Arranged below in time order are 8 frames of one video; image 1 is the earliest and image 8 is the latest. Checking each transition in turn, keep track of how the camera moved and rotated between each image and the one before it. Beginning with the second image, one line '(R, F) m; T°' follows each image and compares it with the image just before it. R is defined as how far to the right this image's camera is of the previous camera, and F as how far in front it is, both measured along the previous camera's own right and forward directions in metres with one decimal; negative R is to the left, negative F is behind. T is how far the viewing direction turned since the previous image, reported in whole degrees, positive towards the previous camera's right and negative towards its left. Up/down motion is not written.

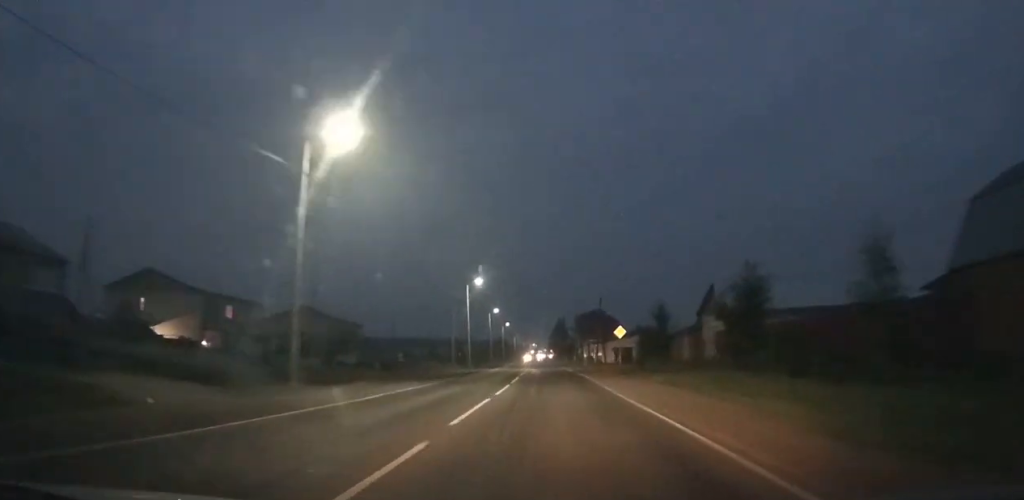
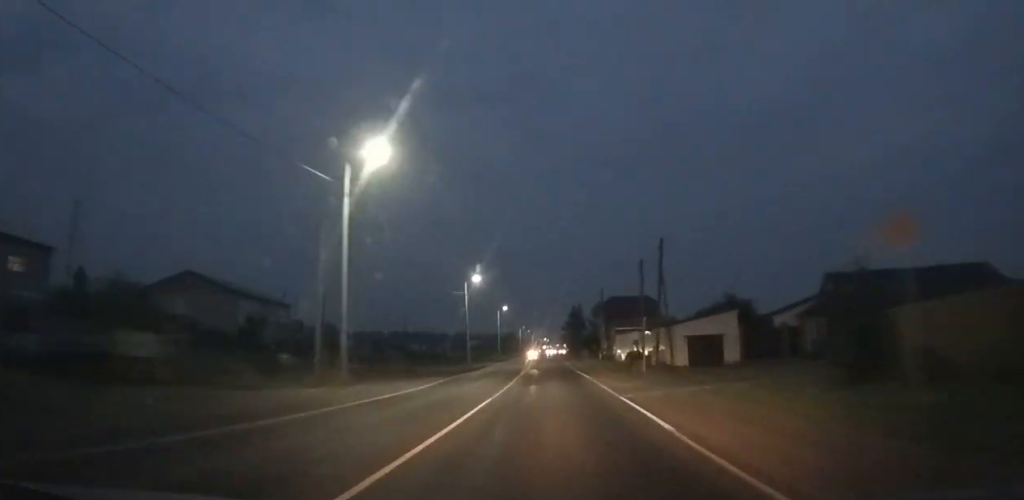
(-0.4, +38.9) m; -1°
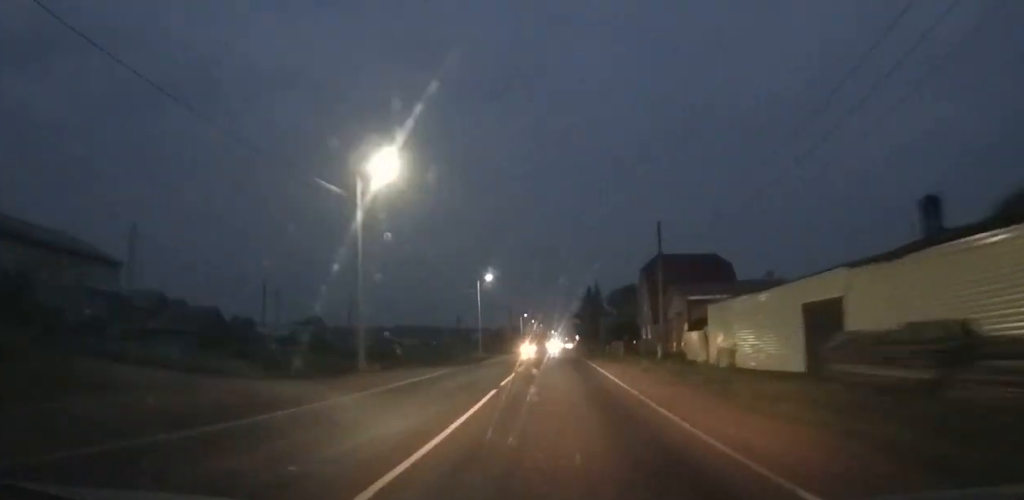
(-0.1, +36.0) m; 0°
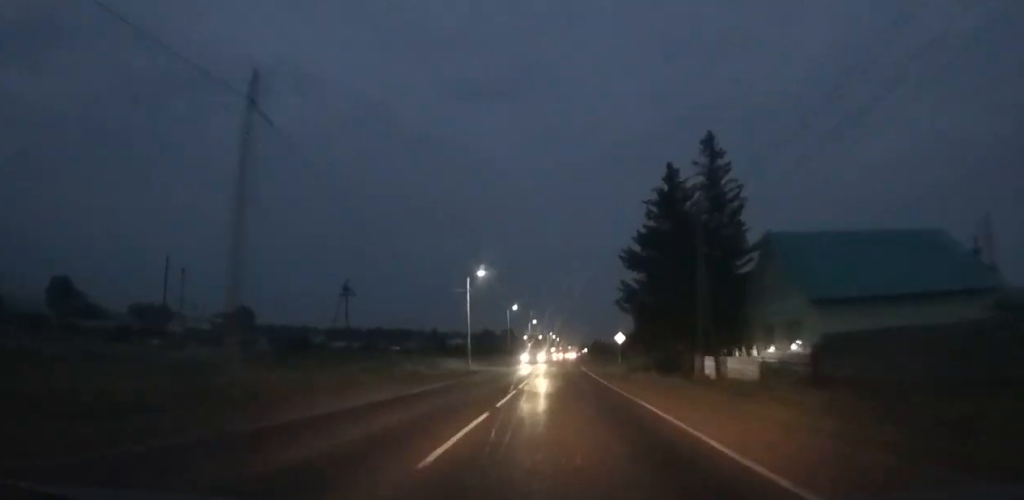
(-0.5, +90.8) m; 0°
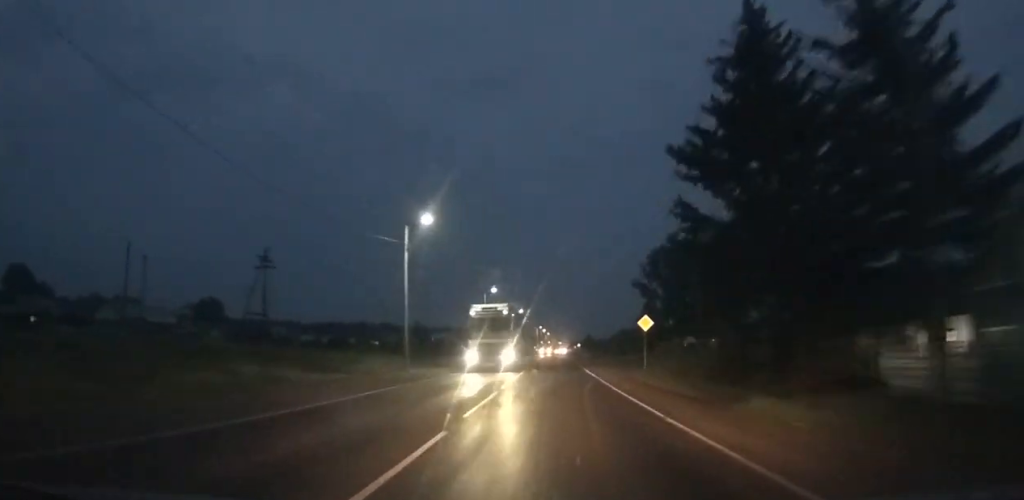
(-0.1, +20.4) m; 0°
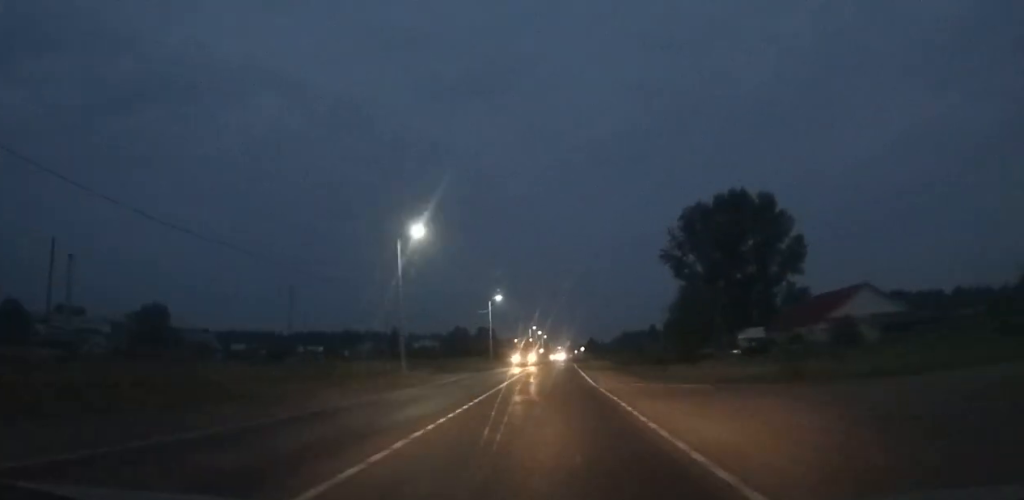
(+0.3, +40.9) m; +1°
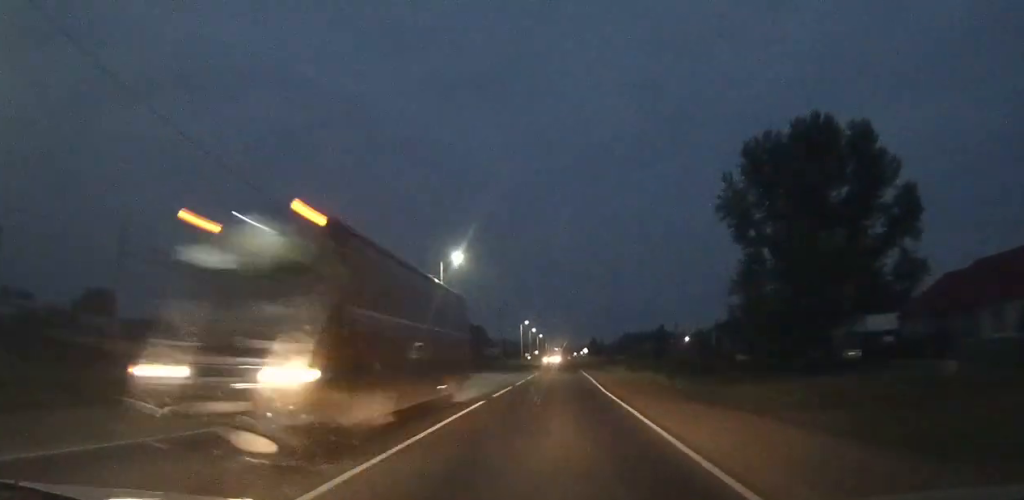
(+0.2, +32.0) m; +1°
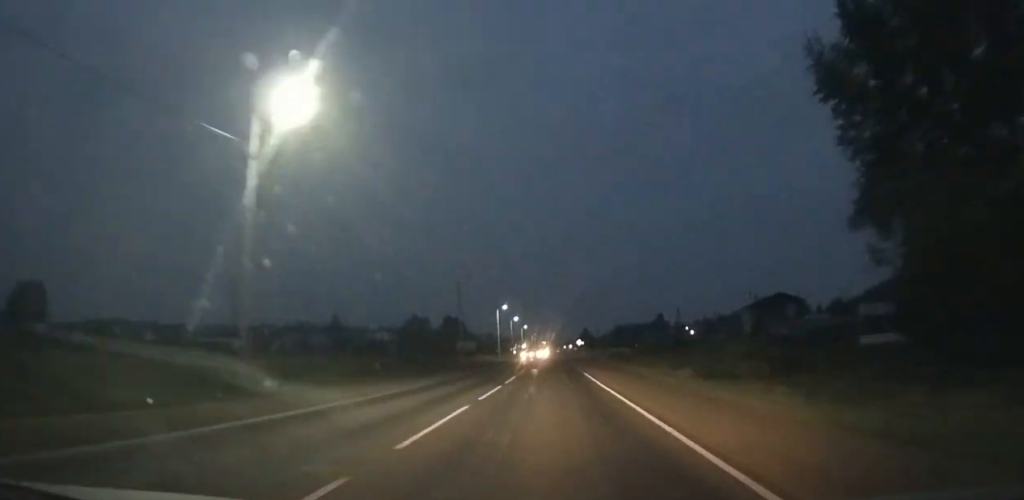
(+0.1, +26.8) m; 0°
